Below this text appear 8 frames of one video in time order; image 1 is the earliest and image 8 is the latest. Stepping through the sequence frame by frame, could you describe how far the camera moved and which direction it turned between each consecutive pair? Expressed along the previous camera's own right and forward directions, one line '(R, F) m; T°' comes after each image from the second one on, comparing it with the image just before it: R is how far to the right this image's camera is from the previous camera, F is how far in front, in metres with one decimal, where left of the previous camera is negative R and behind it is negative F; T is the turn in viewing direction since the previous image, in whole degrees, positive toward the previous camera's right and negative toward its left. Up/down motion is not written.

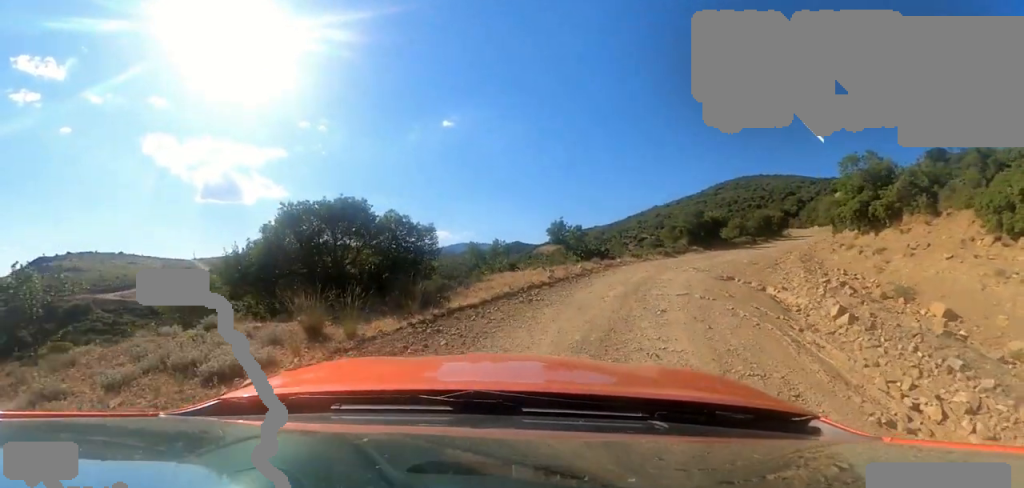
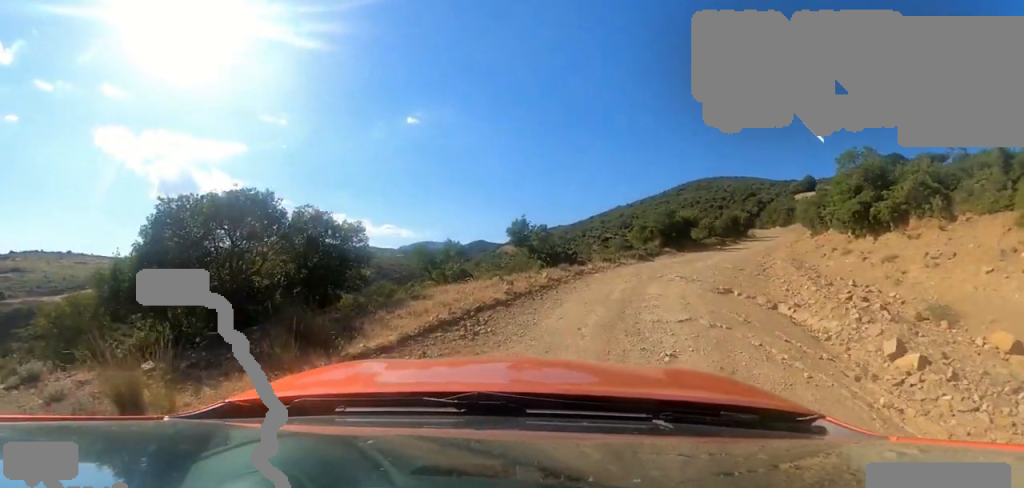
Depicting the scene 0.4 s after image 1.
(0.0, +2.0) m; +11°
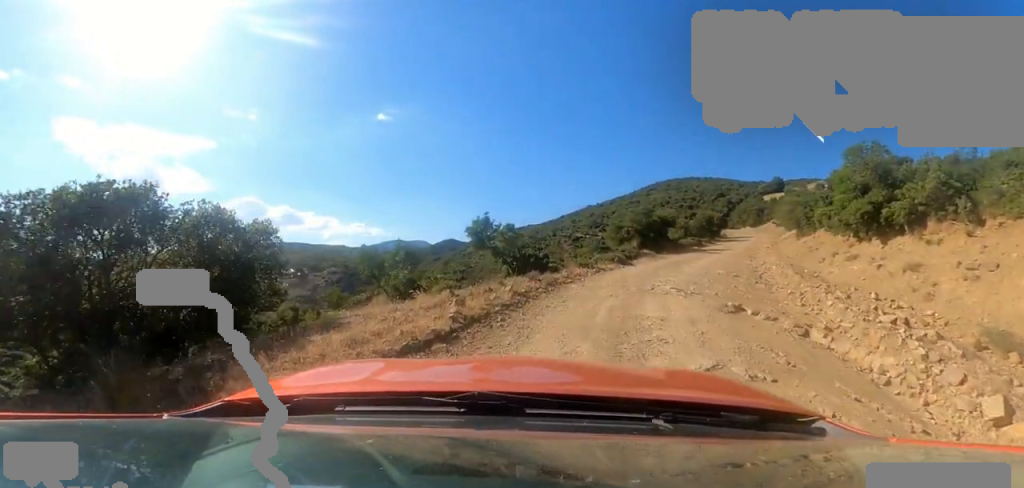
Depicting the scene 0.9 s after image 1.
(+0.2, +1.7) m; +7°
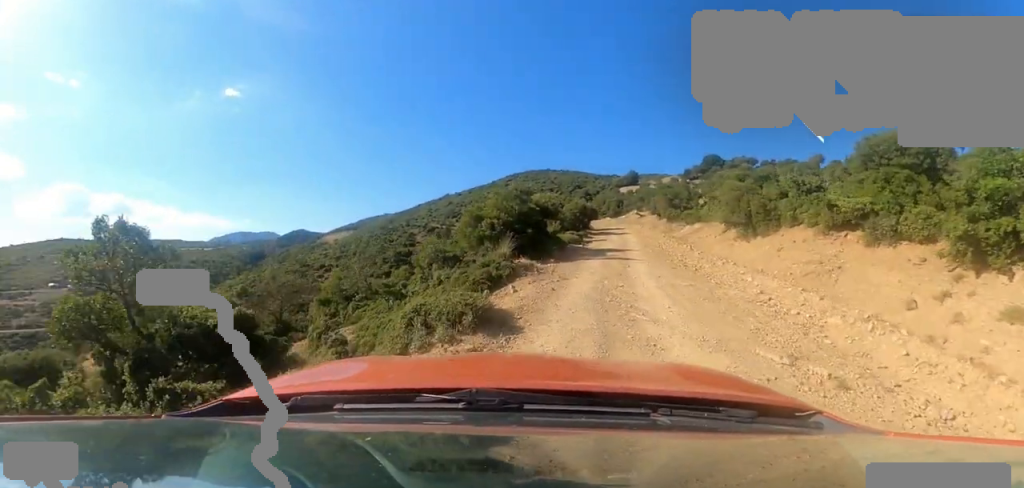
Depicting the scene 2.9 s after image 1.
(+1.4, +9.1) m; +17°
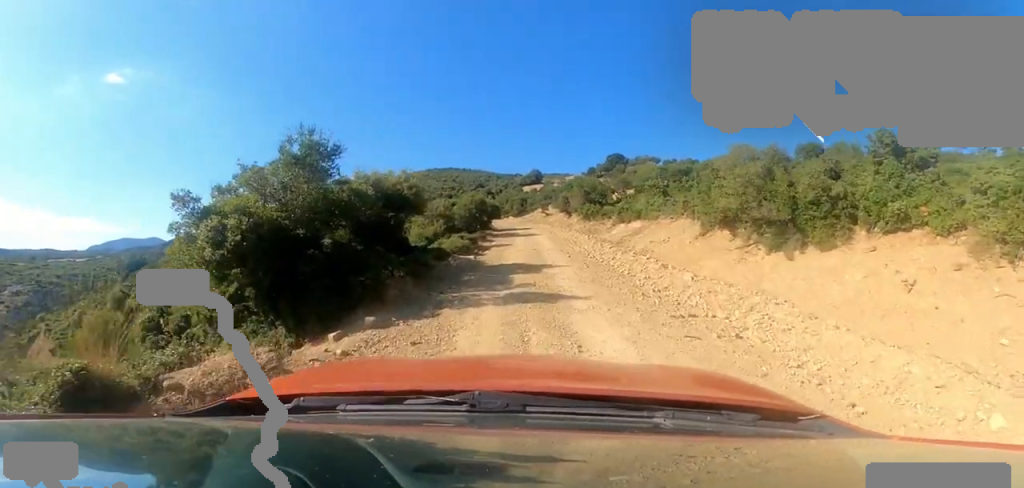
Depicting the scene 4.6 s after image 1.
(+2.4, +7.7) m; +20°
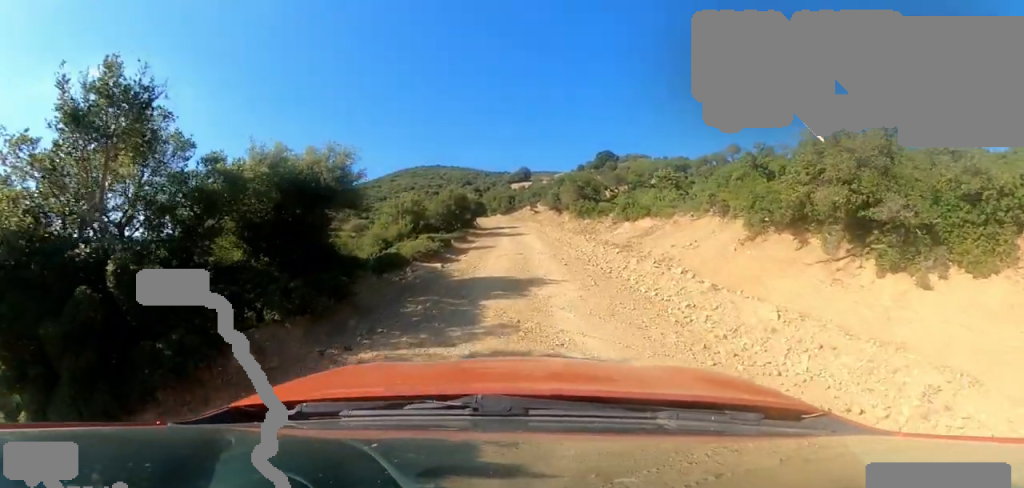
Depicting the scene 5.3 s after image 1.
(-0.4, +3.2) m; 0°
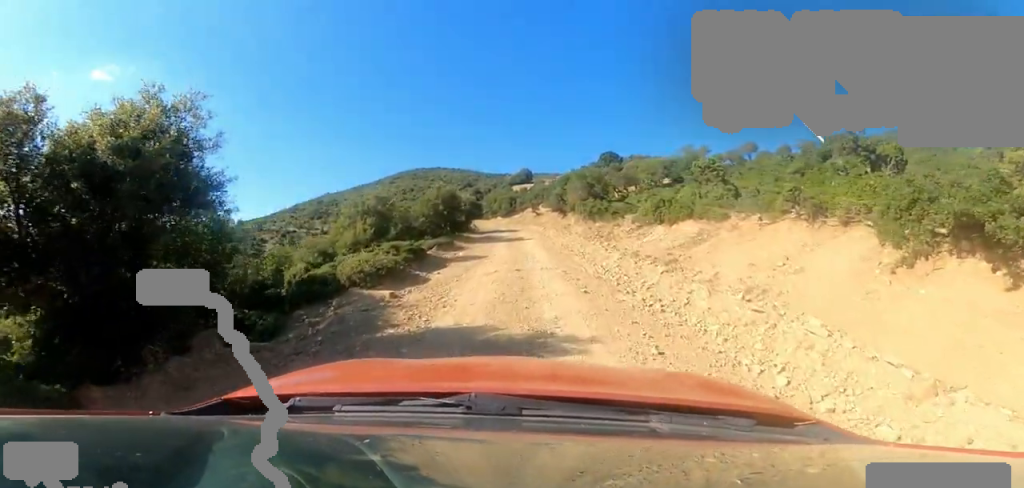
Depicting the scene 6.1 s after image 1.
(0.0, +3.7) m; +5°
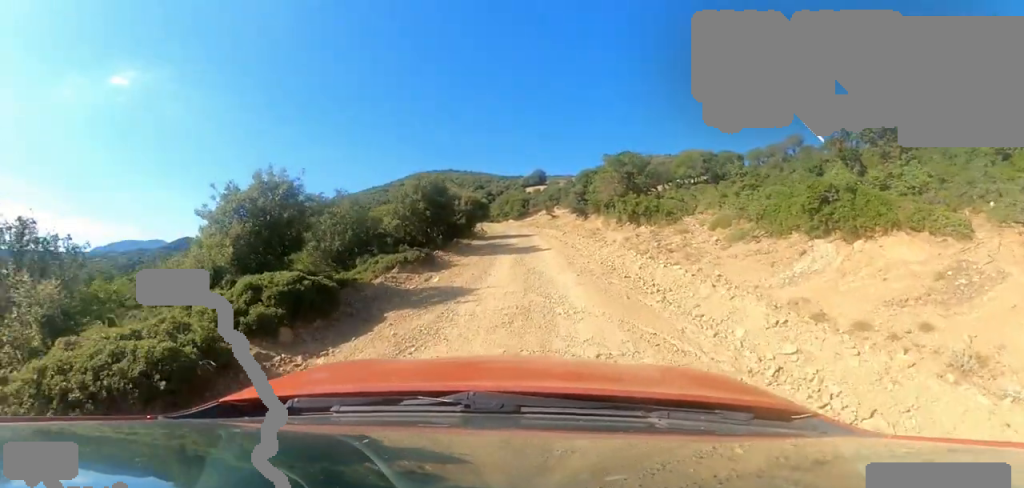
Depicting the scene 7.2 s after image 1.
(+0.7, +5.9) m; 0°
